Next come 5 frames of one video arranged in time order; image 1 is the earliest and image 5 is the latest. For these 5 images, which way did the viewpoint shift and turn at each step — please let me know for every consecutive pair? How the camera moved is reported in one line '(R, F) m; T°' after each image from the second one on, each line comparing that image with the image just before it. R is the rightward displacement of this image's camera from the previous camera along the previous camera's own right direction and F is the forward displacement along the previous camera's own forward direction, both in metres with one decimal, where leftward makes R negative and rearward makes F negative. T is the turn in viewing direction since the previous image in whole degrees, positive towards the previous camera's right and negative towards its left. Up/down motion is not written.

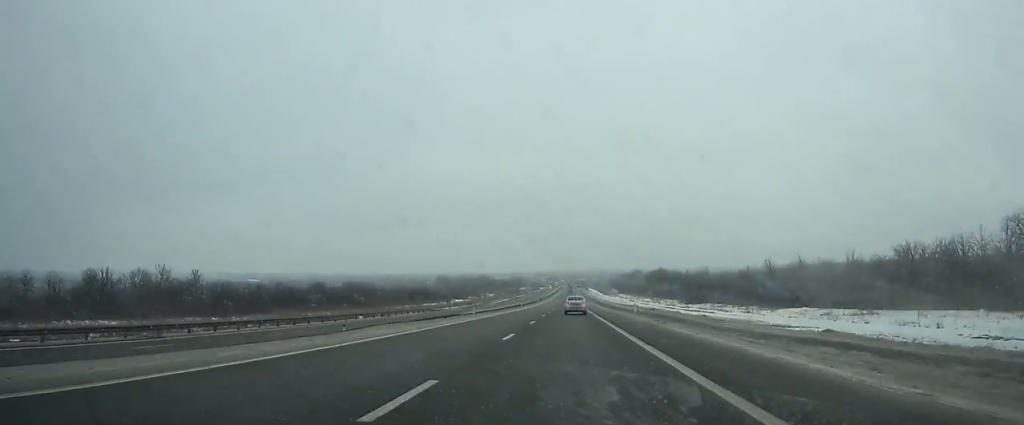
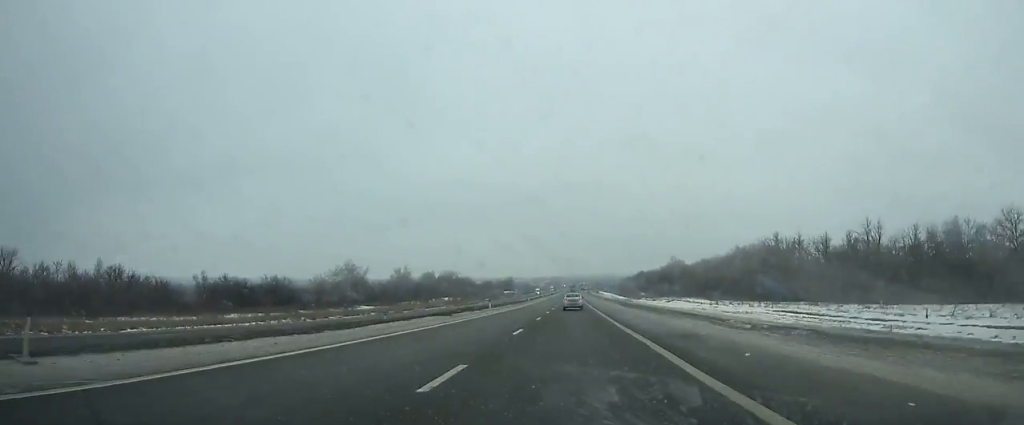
(+0.1, +154.6) m; 0°
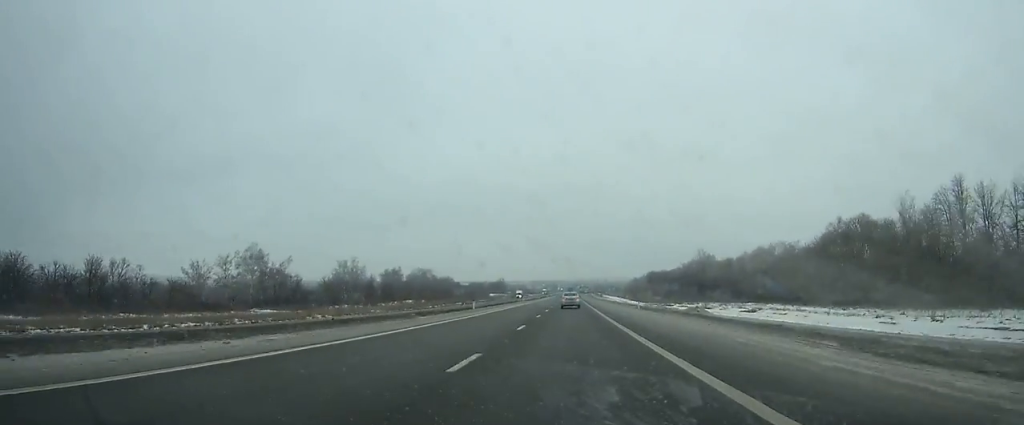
(+0.1, +61.2) m; 0°
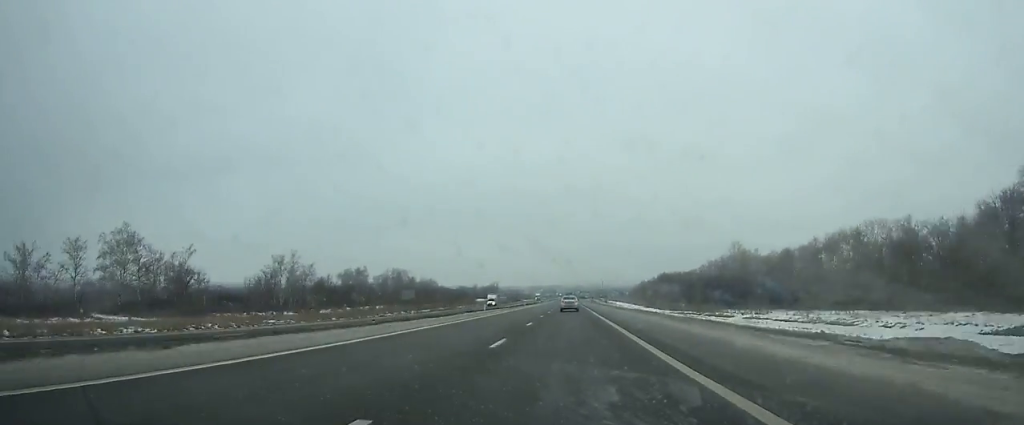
(0.0, +46.1) m; 0°
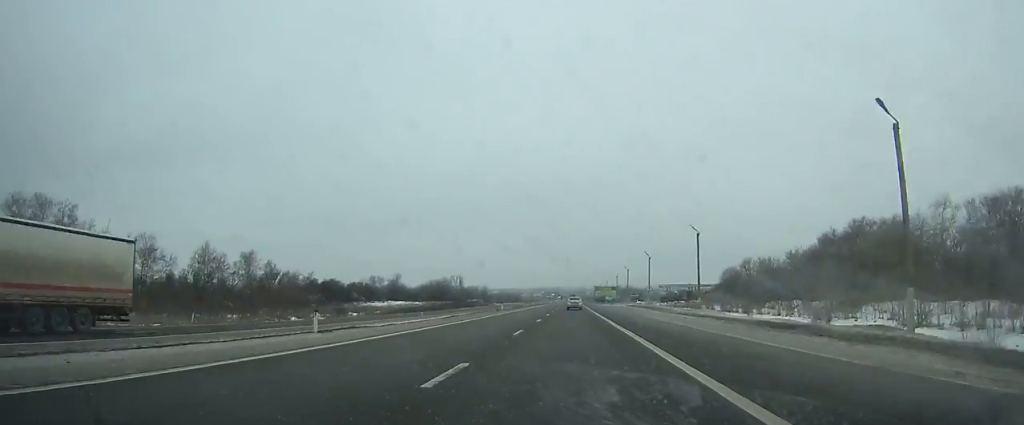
(0.0, +188.0) m; 0°
